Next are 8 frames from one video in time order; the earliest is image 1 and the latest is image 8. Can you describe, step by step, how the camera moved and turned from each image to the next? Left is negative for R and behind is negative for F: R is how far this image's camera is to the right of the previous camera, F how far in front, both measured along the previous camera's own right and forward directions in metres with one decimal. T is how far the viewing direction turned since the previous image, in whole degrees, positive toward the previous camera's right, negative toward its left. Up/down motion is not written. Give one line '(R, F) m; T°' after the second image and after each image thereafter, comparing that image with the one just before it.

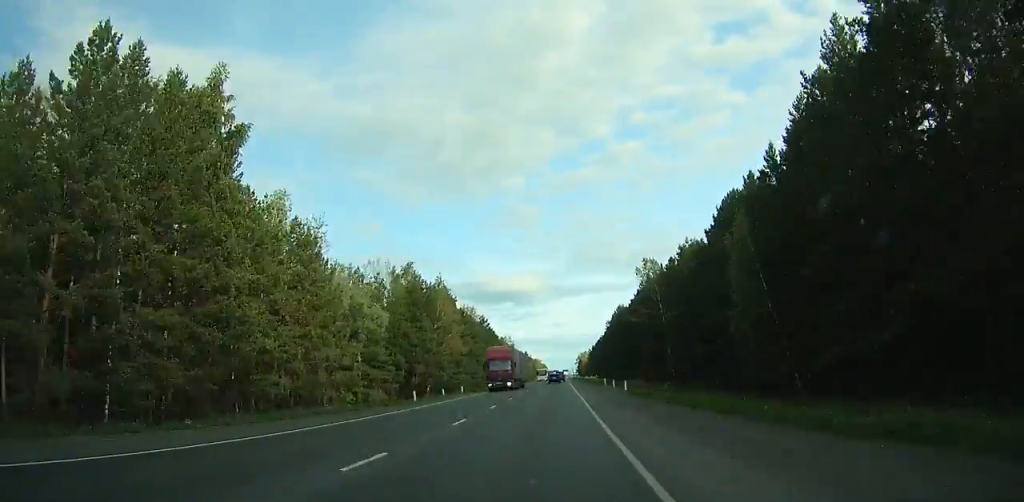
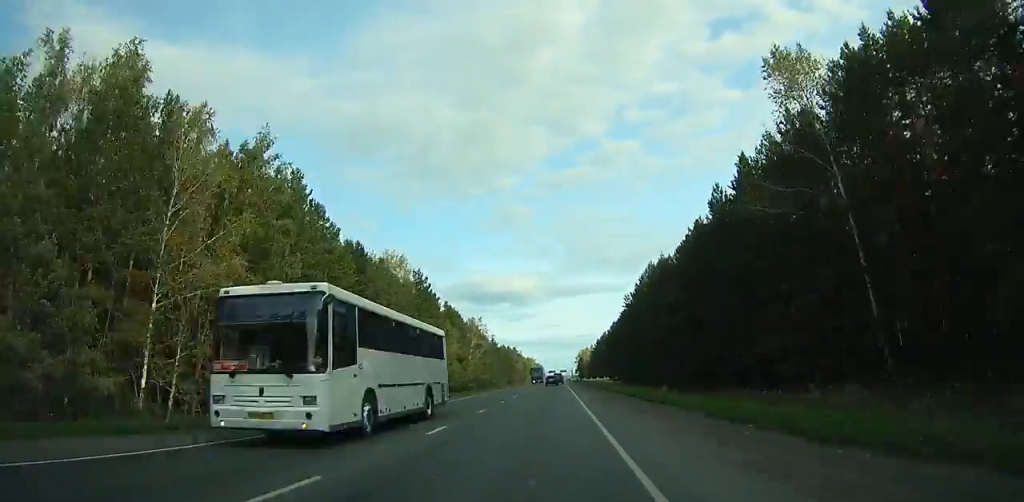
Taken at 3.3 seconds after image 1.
(-0.2, +65.6) m; 0°
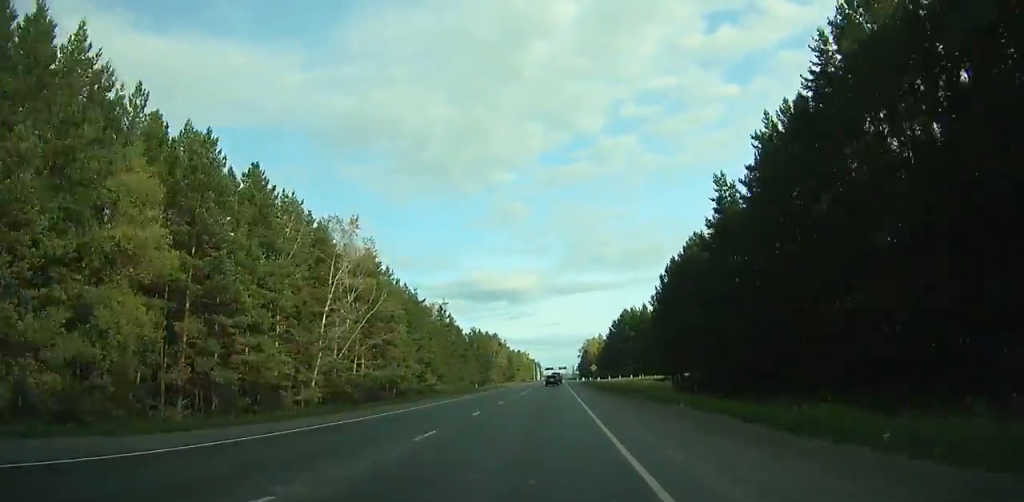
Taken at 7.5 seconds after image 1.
(-0.3, +81.8) m; 0°
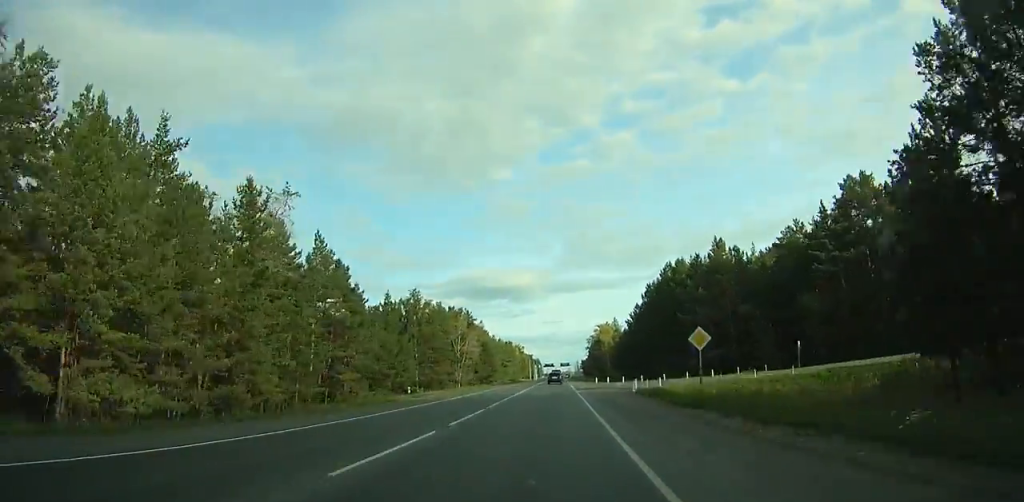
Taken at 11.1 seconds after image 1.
(+0.2, +68.3) m; 0°
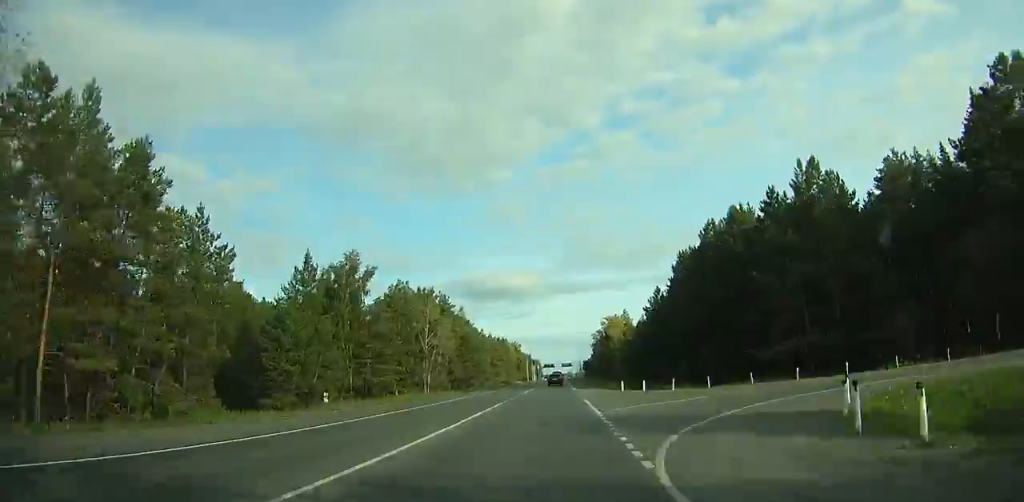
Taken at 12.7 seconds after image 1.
(0.0, +29.7) m; 0°
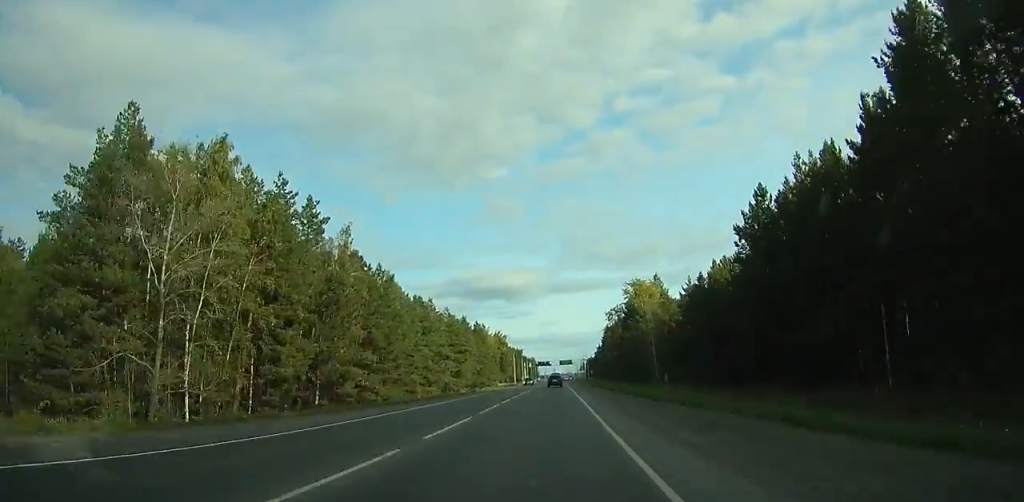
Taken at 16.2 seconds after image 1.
(-0.1, +63.8) m; 0°
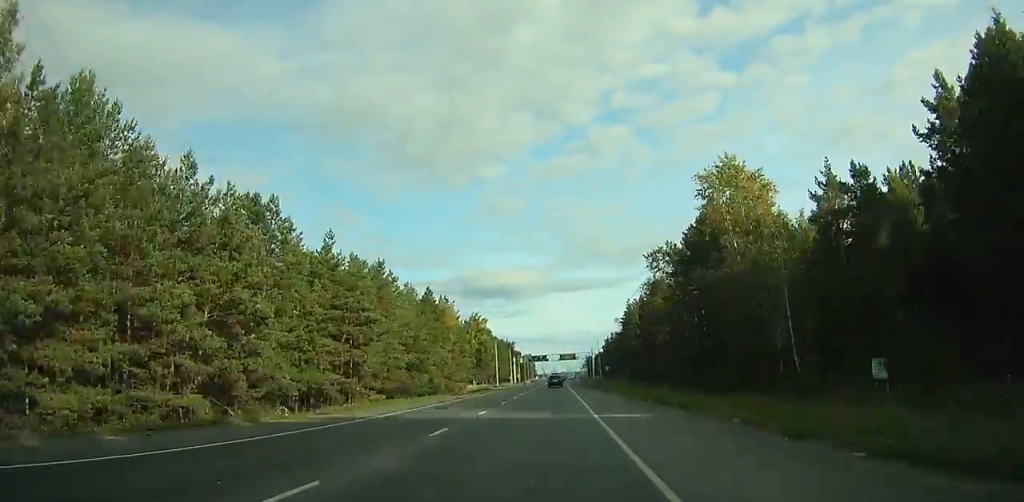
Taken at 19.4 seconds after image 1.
(0.0, +56.9) m; 0°
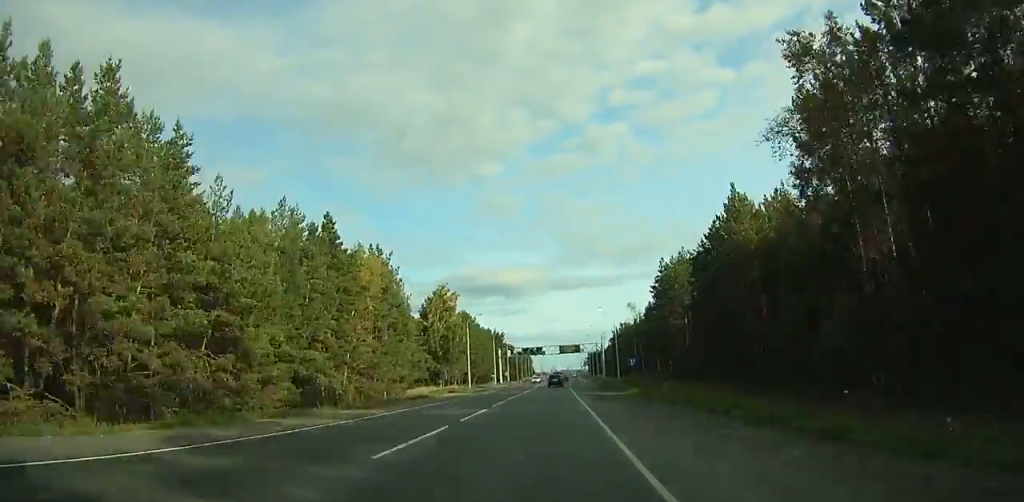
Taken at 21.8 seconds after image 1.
(0.0, +41.8) m; 0°
